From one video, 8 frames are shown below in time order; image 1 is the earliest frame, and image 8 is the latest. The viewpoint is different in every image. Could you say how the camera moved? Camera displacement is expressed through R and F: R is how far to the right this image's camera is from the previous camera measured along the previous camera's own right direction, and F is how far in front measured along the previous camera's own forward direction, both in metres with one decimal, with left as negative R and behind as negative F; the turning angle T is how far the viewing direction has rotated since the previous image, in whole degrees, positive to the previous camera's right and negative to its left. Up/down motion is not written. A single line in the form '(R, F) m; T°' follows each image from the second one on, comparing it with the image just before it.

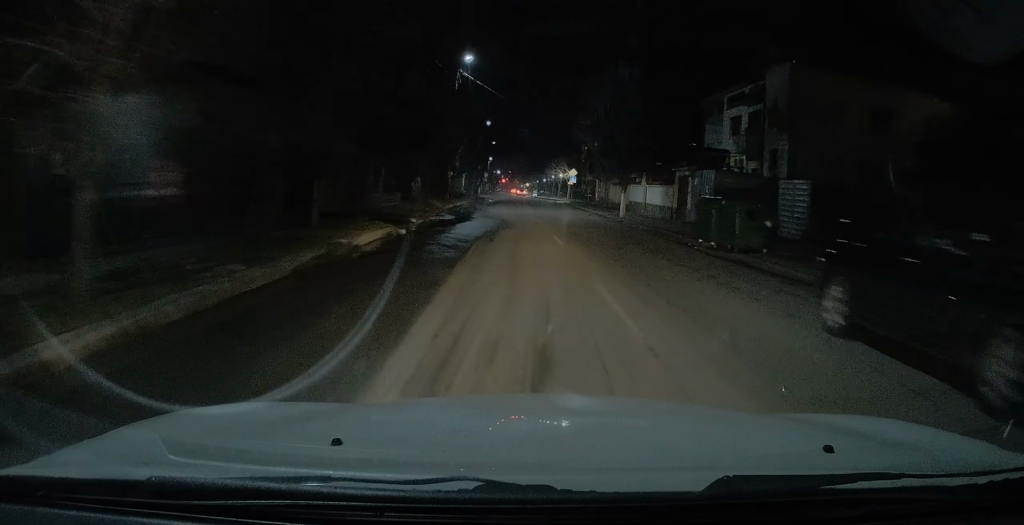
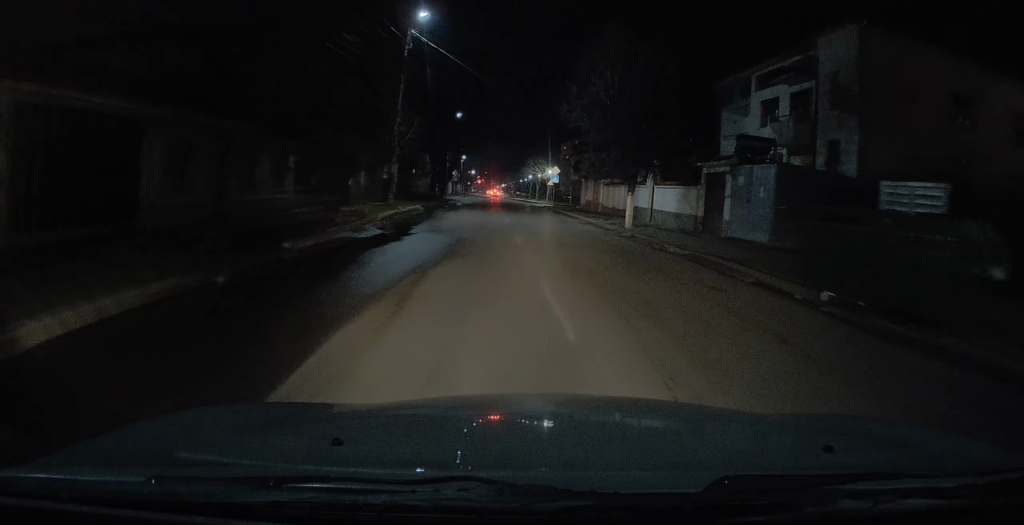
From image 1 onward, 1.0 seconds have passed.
(+0.1, +9.4) m; +2°
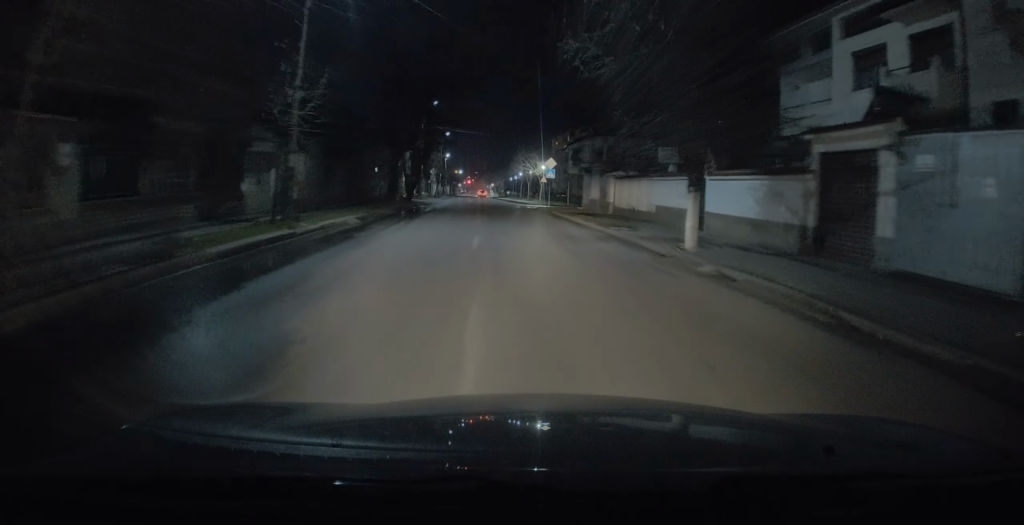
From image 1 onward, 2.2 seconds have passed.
(+0.2, +10.9) m; +2°
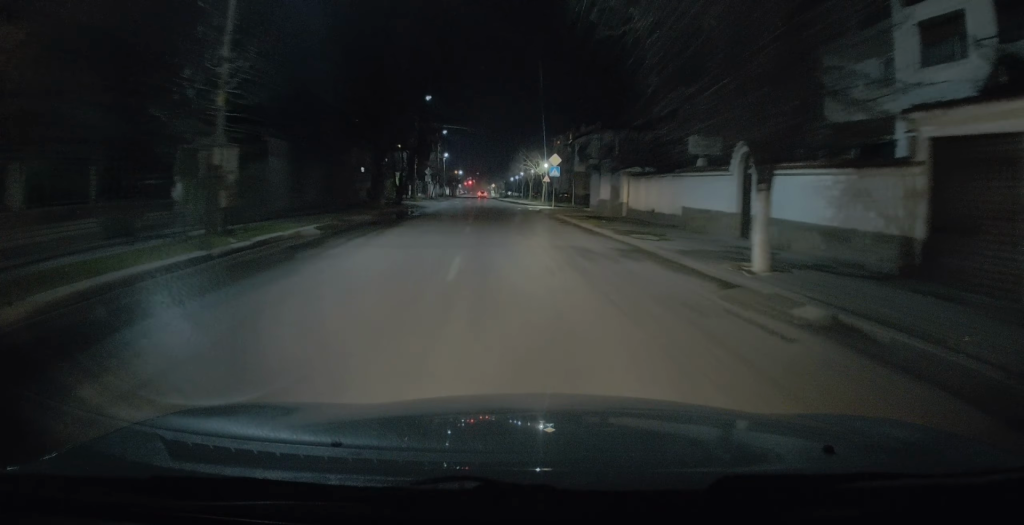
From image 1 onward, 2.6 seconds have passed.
(+0.1, +4.3) m; 0°
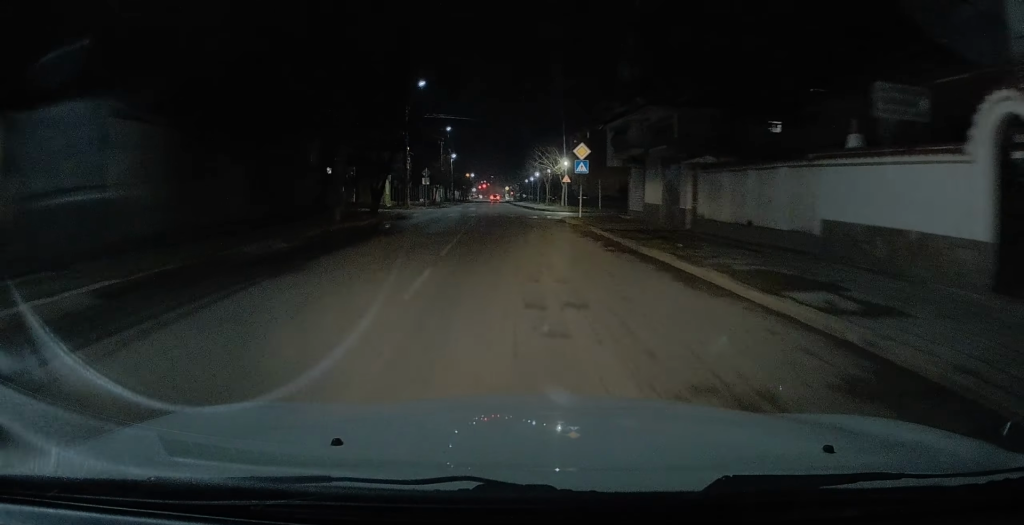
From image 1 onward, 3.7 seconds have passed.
(0.0, +10.0) m; -2°
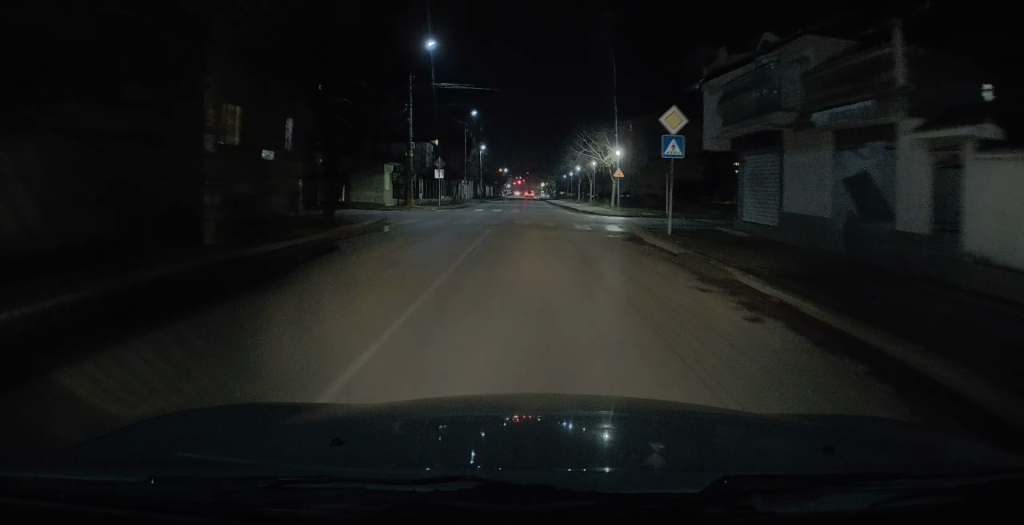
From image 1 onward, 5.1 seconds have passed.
(-0.3, +11.9) m; -3°
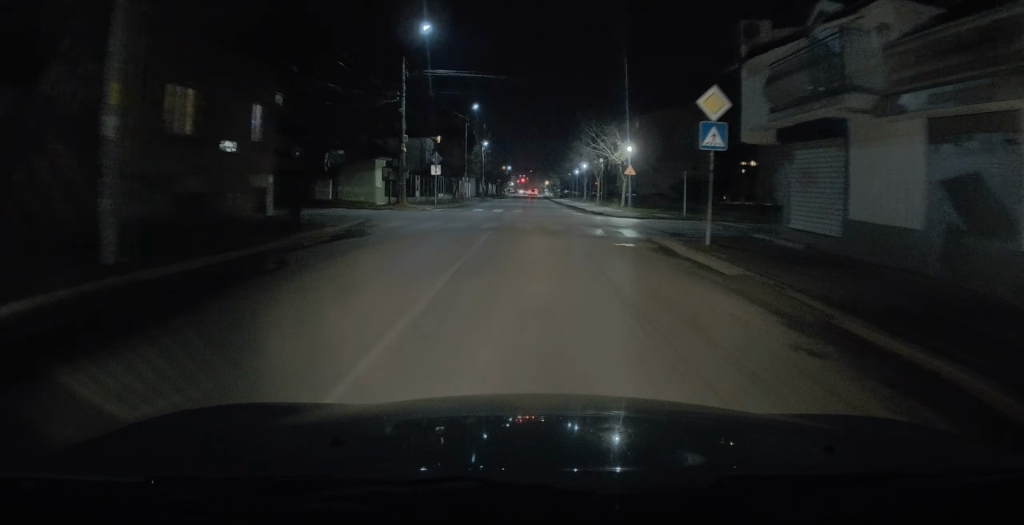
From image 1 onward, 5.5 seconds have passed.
(-0.1, +3.2) m; -1°
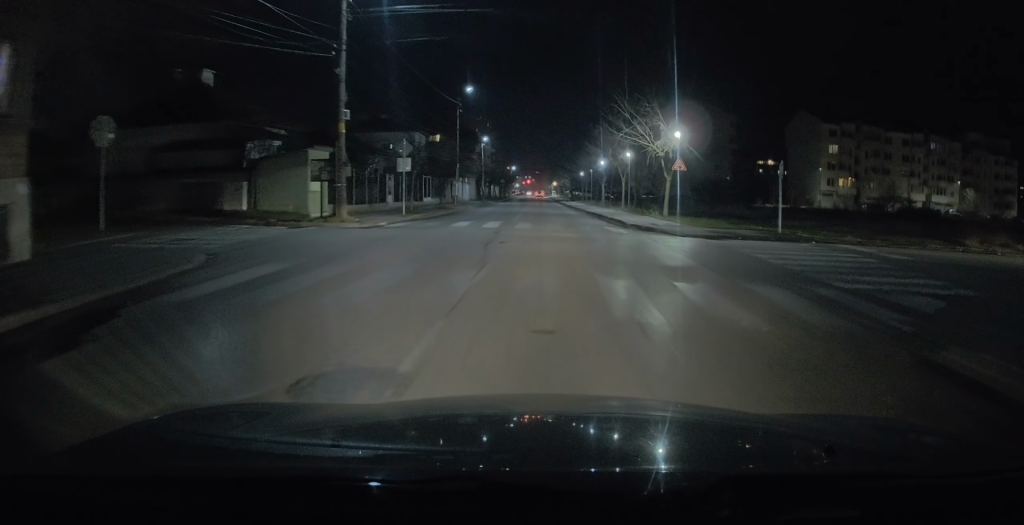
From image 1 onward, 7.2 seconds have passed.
(-0.3, +12.2) m; +1°
